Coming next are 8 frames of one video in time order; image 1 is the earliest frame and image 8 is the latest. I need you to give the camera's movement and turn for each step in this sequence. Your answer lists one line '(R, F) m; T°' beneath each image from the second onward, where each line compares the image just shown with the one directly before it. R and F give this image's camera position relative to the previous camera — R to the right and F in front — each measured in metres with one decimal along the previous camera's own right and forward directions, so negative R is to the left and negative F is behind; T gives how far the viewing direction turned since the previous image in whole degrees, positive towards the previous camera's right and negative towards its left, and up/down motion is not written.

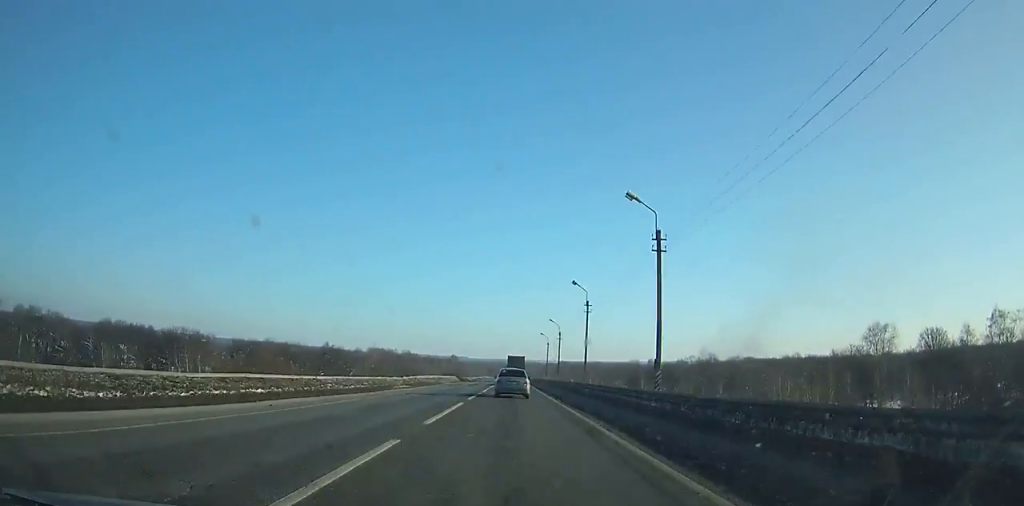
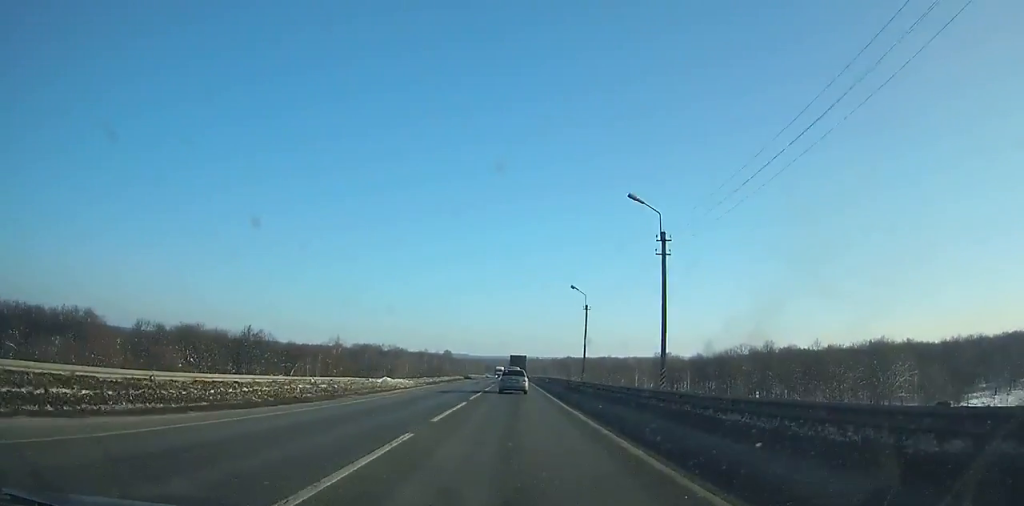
(-0.2, +60.6) m; 0°
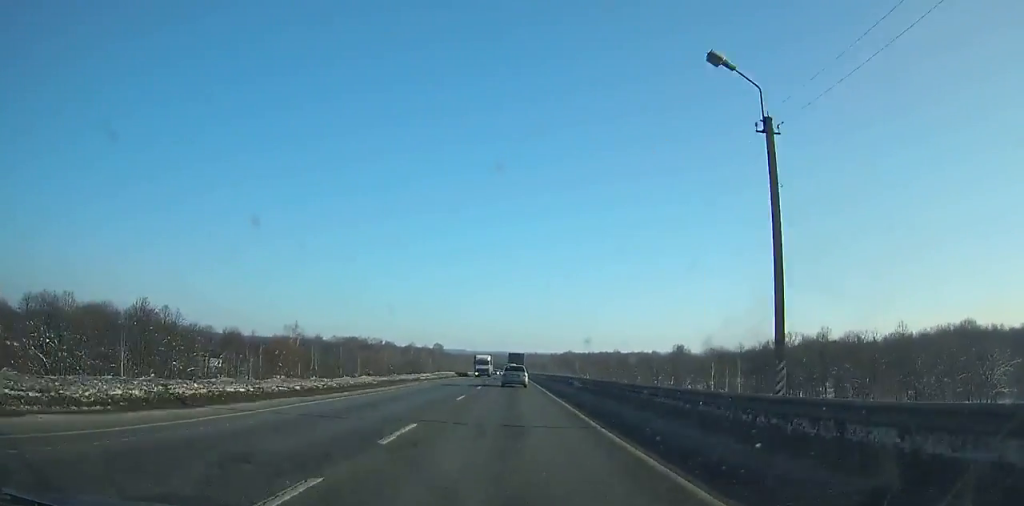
(0.0, +41.6) m; 0°
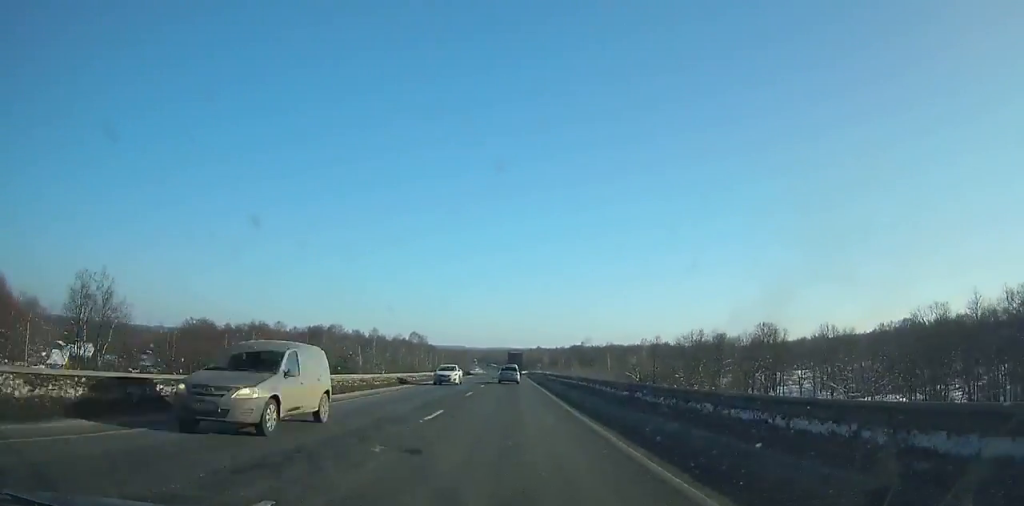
(-0.2, +94.1) m; 0°
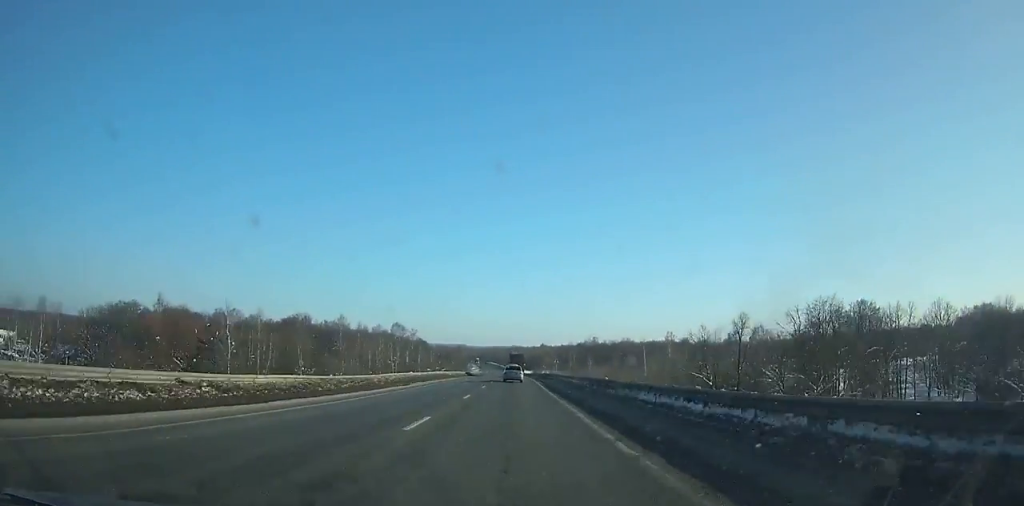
(-0.1, +50.8) m; 0°
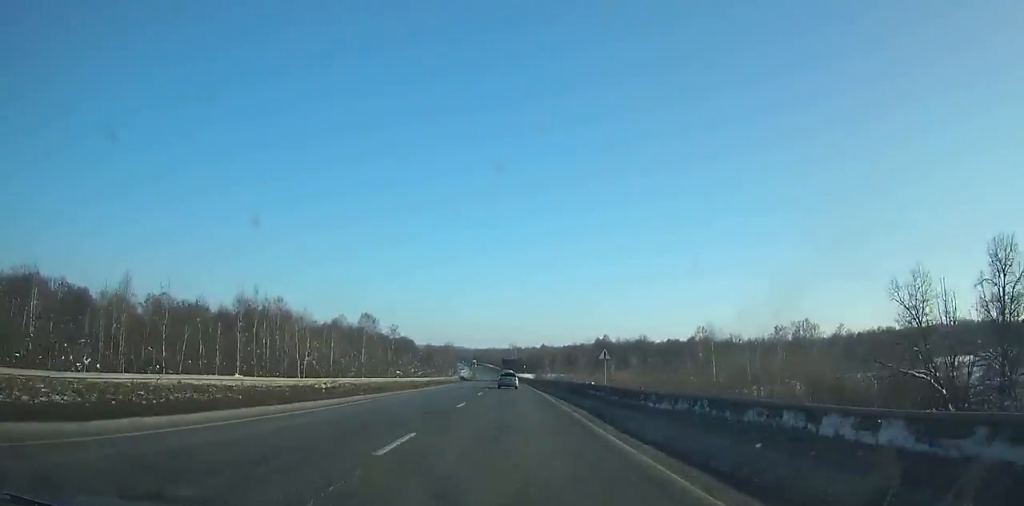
(-0.1, +51.8) m; 0°
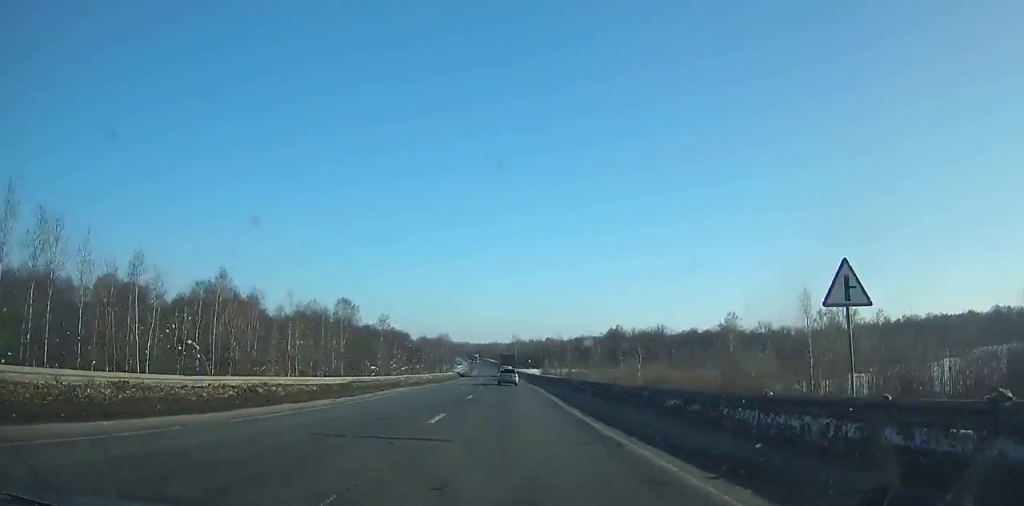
(+0.1, +30.7) m; 0°
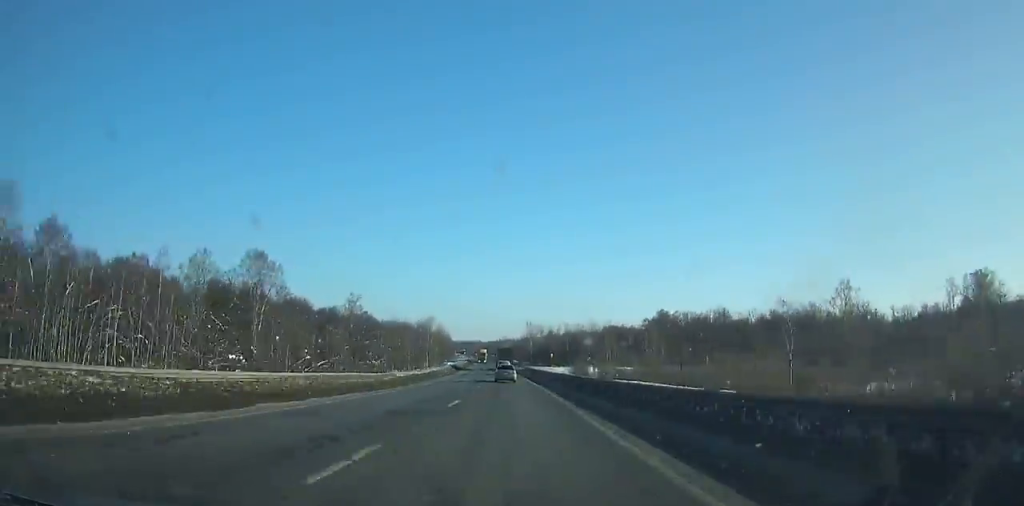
(-0.3, +67.0) m; -1°
